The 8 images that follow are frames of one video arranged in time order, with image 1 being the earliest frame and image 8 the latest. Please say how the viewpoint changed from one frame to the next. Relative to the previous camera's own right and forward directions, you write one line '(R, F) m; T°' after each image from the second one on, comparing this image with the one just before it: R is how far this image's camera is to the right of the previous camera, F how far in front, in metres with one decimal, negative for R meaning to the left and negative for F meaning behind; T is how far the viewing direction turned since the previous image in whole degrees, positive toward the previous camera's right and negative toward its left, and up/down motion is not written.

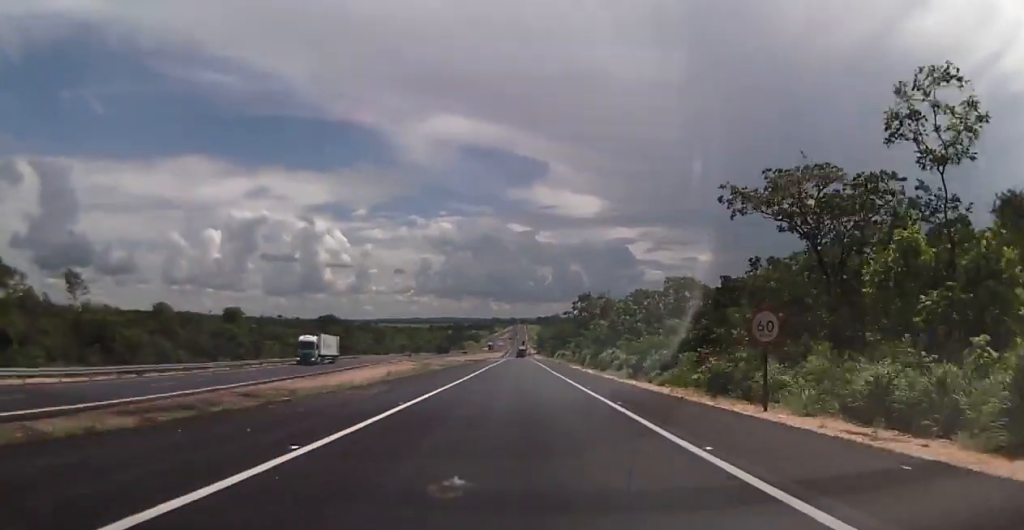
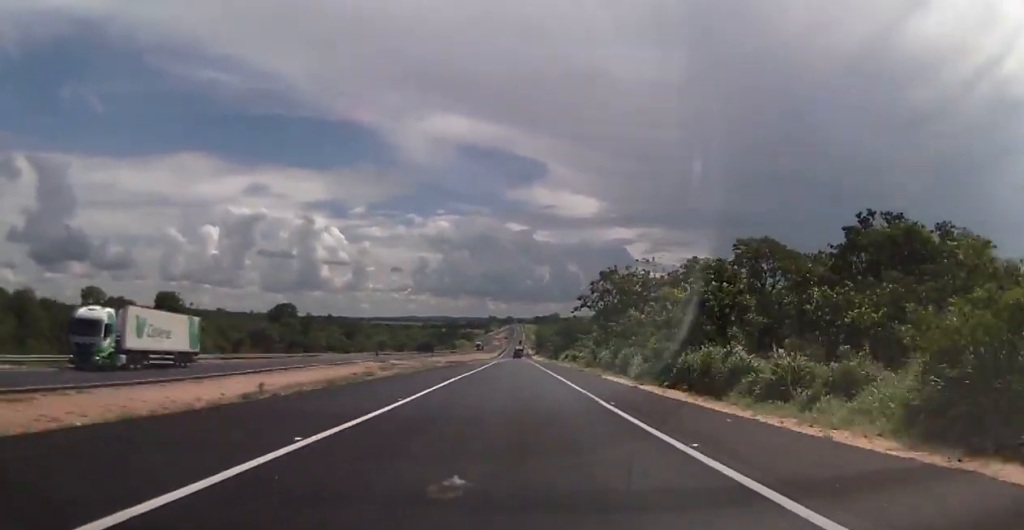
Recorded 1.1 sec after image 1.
(0.0, +33.1) m; +1°
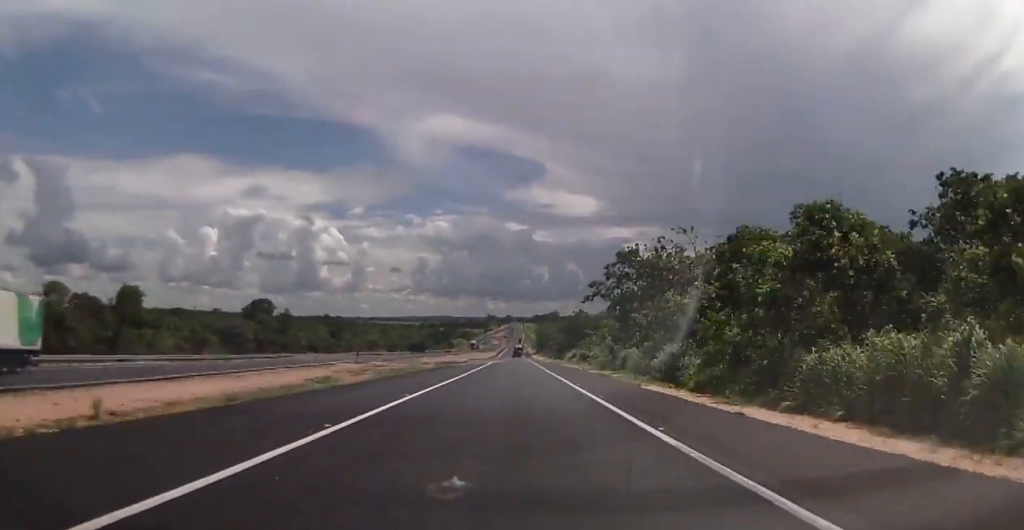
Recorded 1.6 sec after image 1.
(+0.1, +14.7) m; 0°
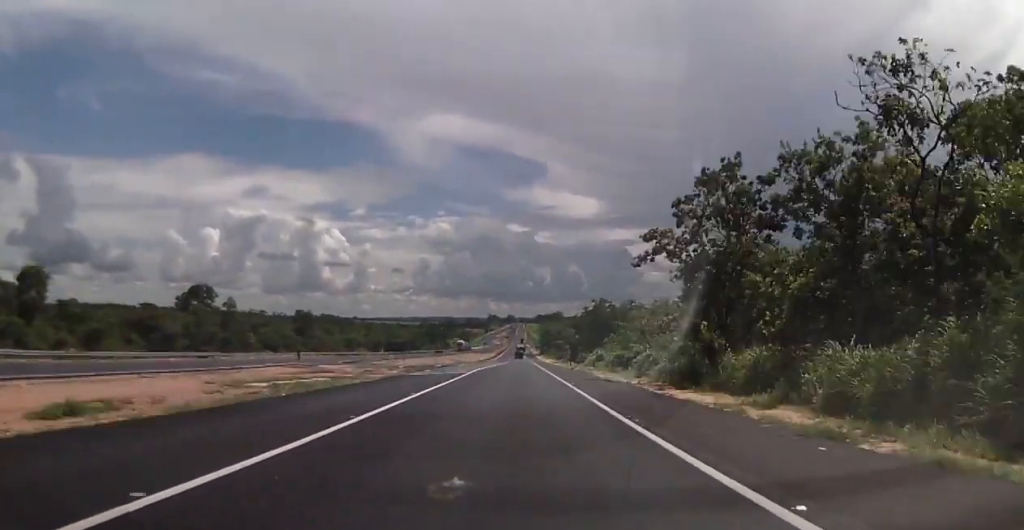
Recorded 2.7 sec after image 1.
(+0.3, +30.4) m; 0°
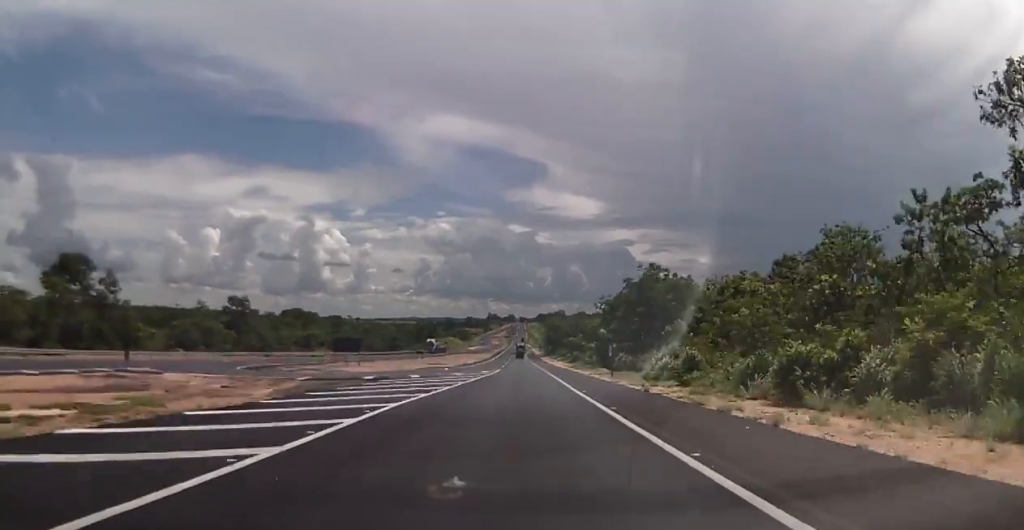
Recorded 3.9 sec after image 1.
(-0.3, +37.1) m; -1°
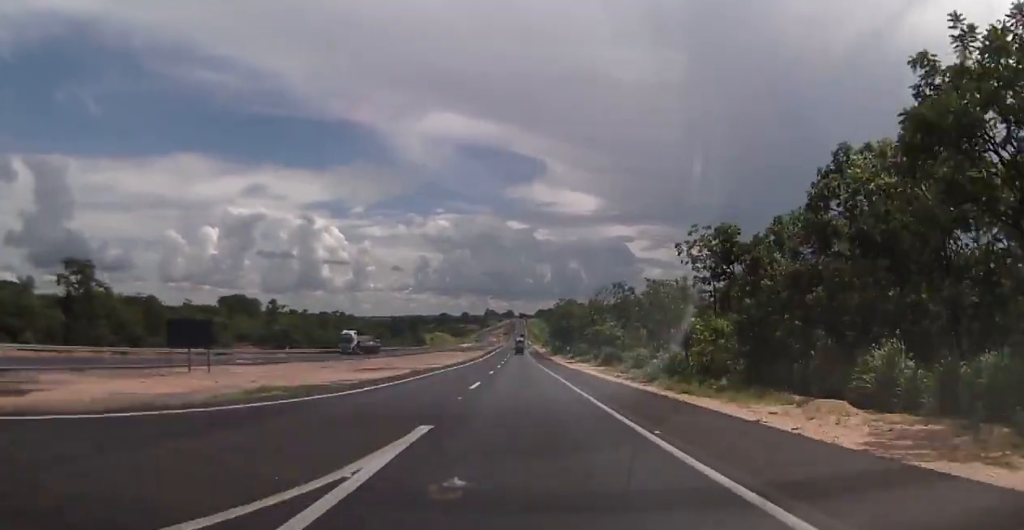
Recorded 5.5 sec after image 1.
(+0.1, +46.7) m; 0°
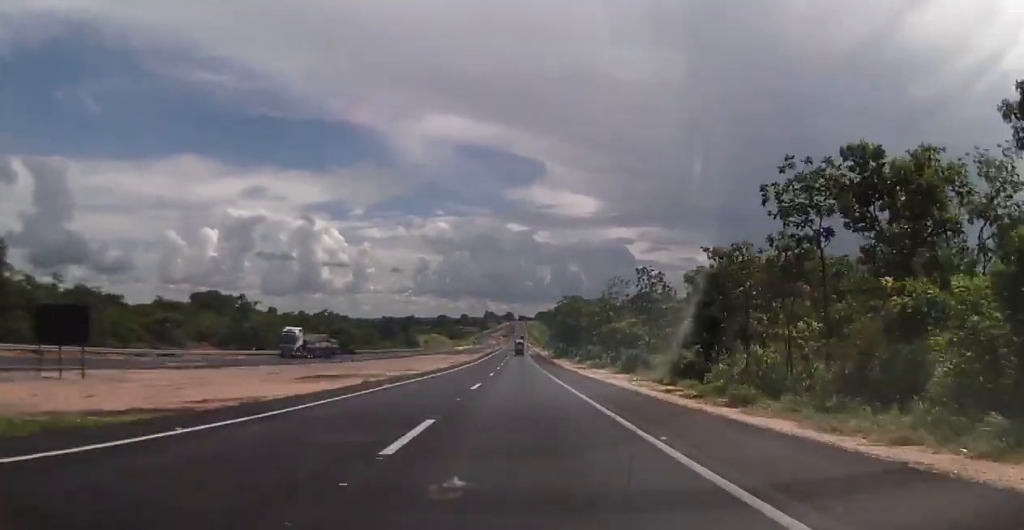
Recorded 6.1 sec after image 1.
(-0.2, +15.6) m; 0°
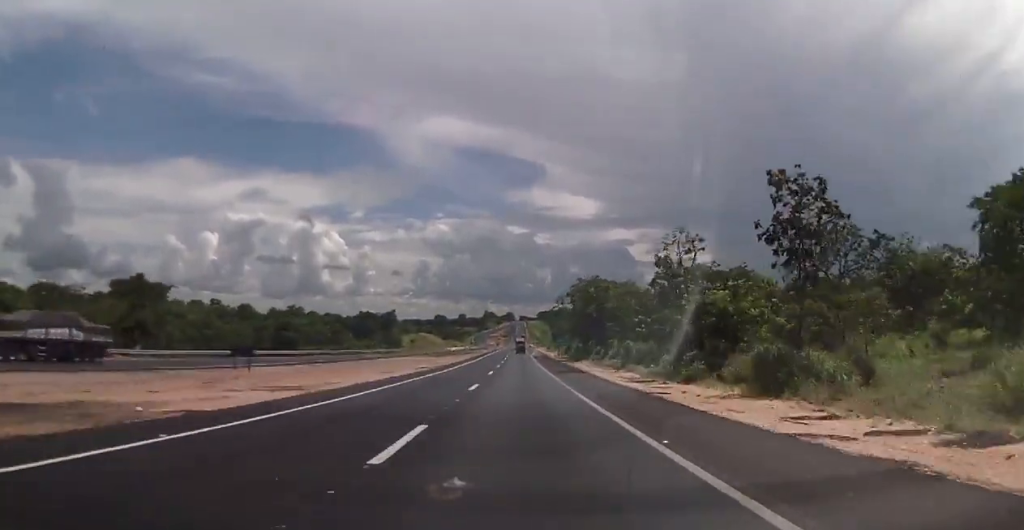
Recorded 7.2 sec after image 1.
(+0.2, +33.9) m; 0°
